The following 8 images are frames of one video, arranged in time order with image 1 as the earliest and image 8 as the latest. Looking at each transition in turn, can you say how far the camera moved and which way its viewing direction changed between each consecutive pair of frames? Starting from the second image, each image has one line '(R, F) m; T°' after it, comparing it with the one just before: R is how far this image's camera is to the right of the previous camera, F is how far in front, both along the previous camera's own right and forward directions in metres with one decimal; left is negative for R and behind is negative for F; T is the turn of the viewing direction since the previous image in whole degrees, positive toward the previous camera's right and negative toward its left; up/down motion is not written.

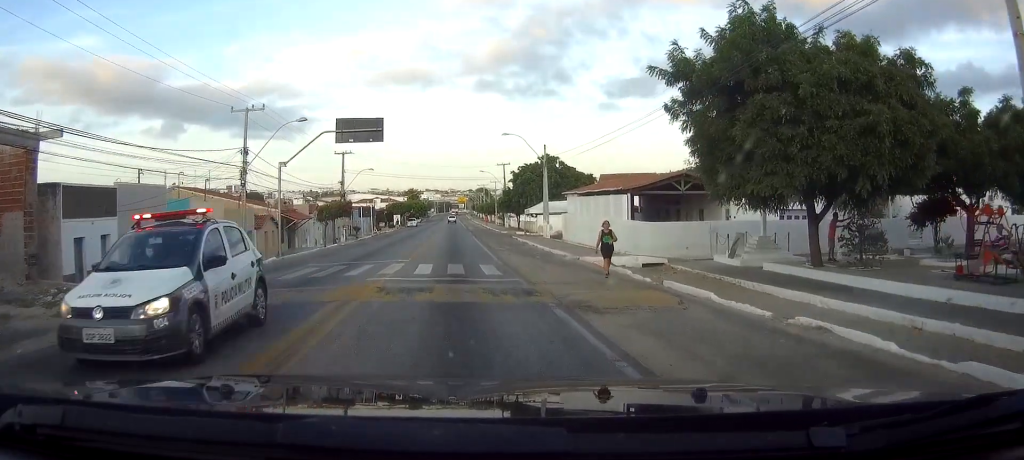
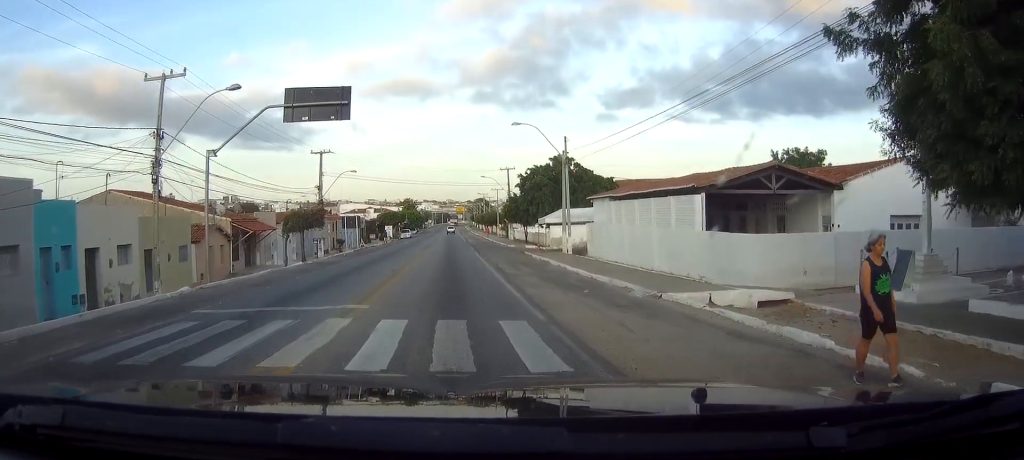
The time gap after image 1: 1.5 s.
(+0.1, +10.0) m; 0°
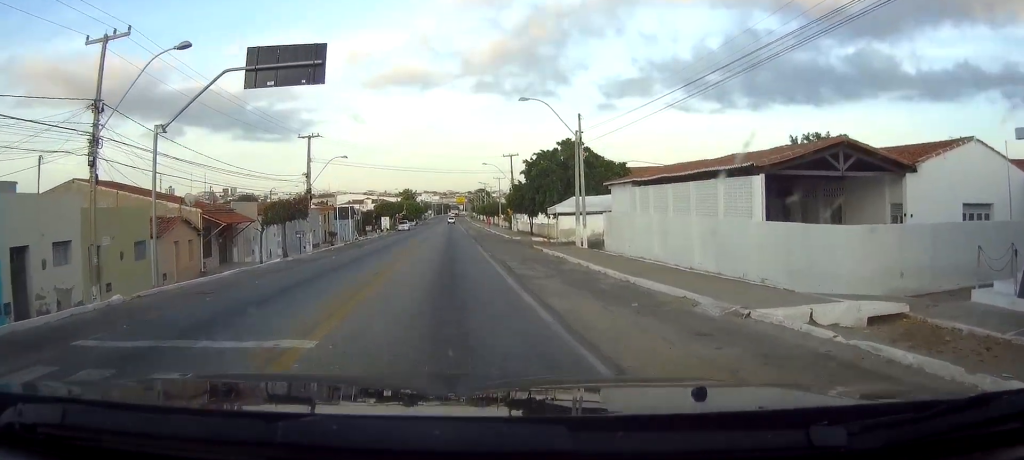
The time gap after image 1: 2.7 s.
(-0.2, +5.2) m; -2°
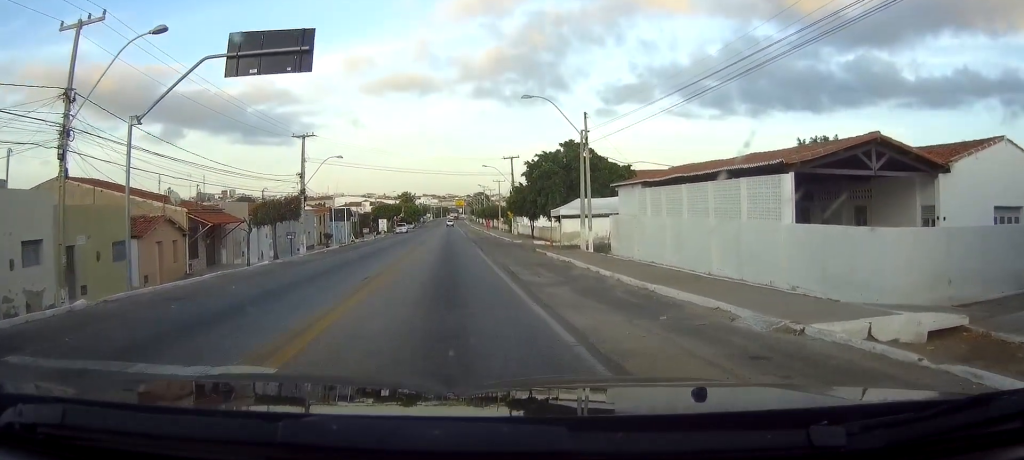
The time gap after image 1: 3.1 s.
(0.0, +2.1) m; 0°
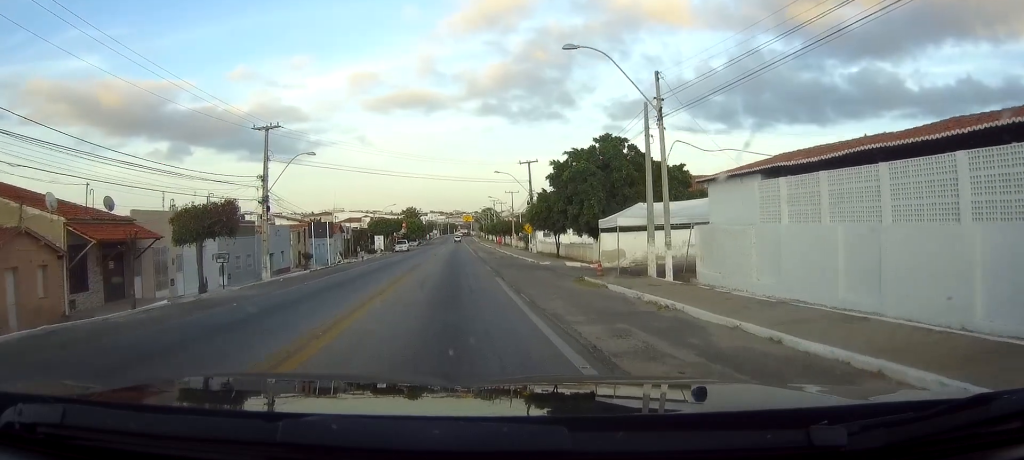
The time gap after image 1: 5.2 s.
(0.0, +12.8) m; -1°
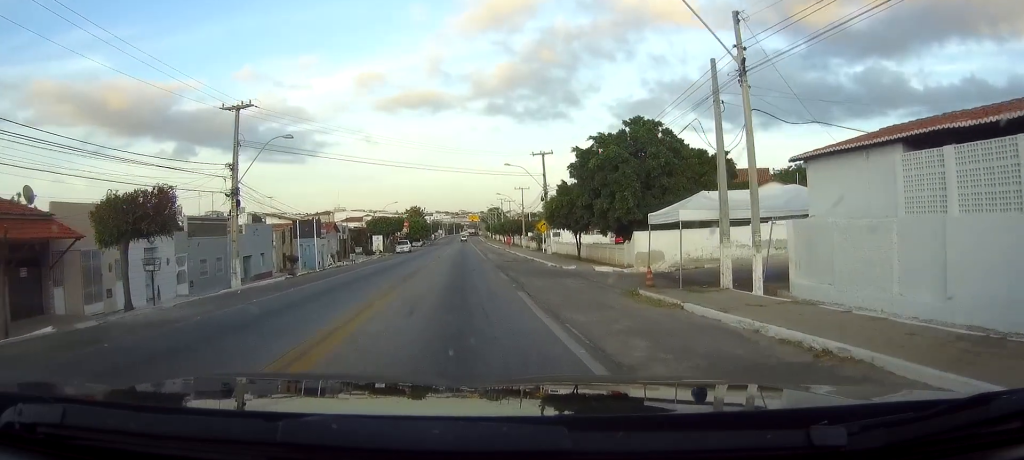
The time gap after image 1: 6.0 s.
(-0.1, +7.2) m; -2°
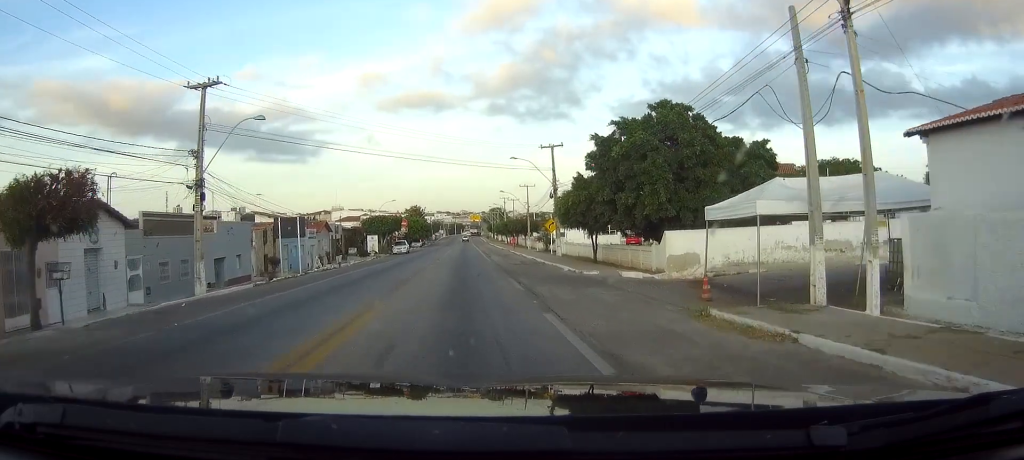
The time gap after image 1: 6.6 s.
(-0.1, +5.2) m; 0°
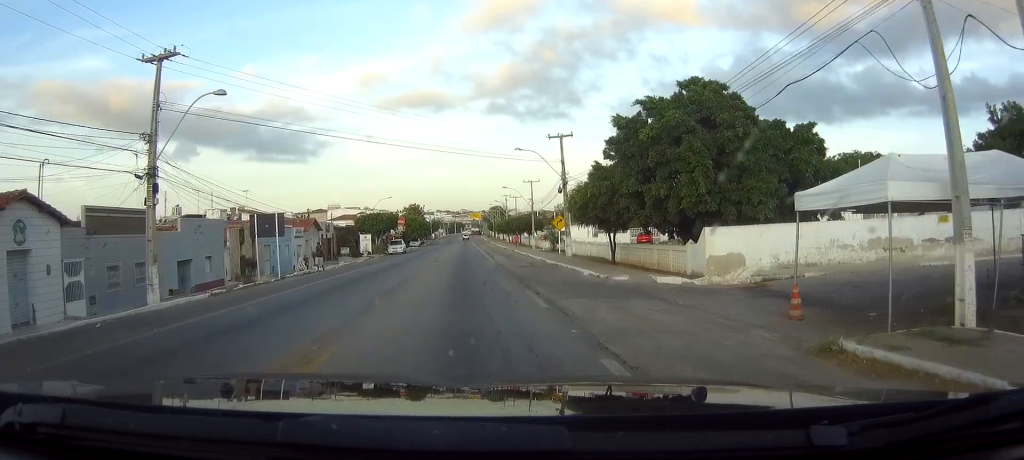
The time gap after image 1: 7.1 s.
(0.0, +5.3) m; +1°
